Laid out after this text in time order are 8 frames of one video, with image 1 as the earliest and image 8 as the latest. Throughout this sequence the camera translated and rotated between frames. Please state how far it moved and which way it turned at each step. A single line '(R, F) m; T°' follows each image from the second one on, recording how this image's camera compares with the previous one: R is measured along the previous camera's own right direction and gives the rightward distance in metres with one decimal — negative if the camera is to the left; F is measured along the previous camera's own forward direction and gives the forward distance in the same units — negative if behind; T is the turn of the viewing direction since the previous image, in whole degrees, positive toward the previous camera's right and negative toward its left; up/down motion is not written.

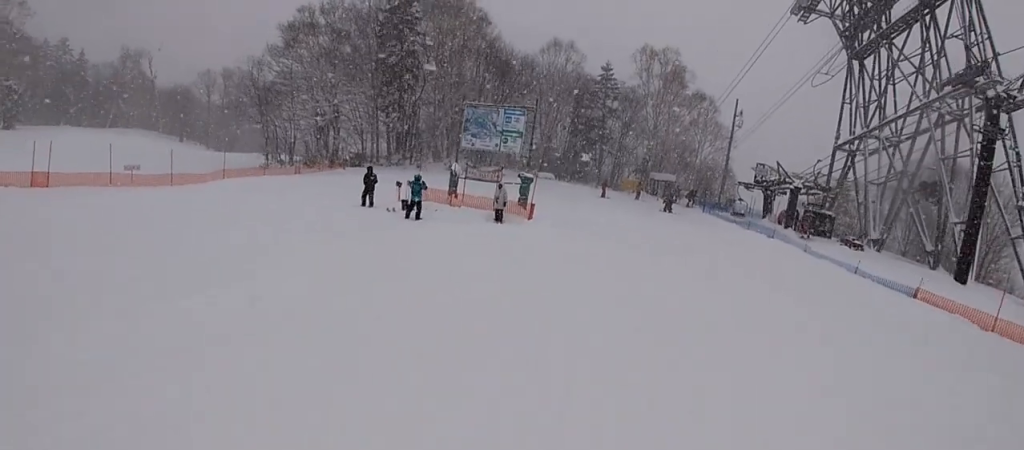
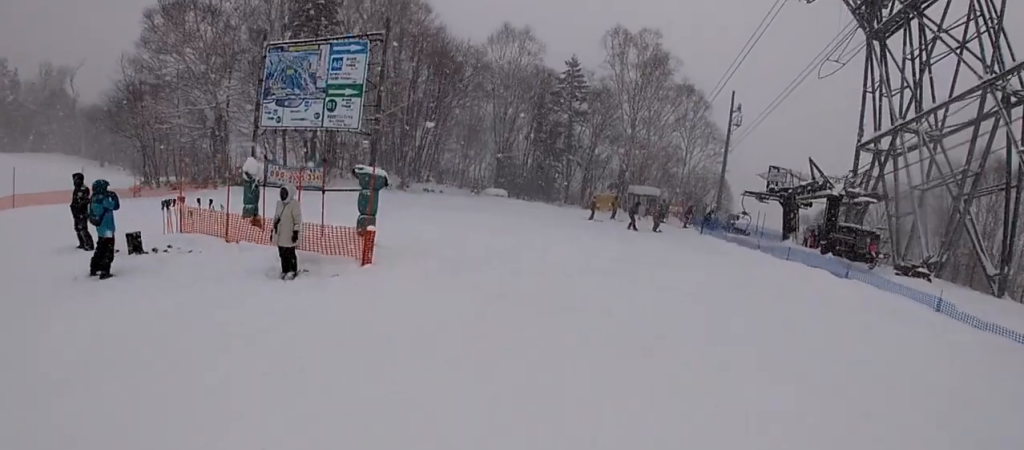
(+2.2, +11.5) m; +9°
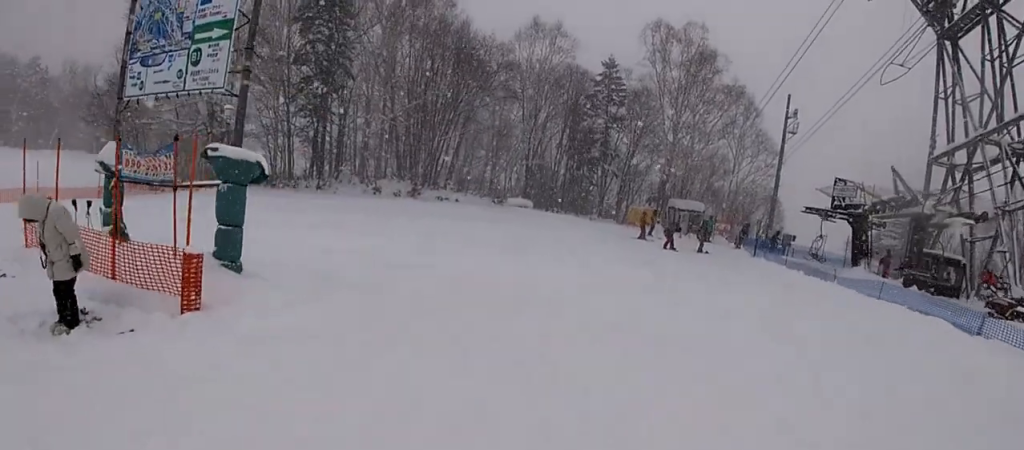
(0.0, +4.7) m; -4°
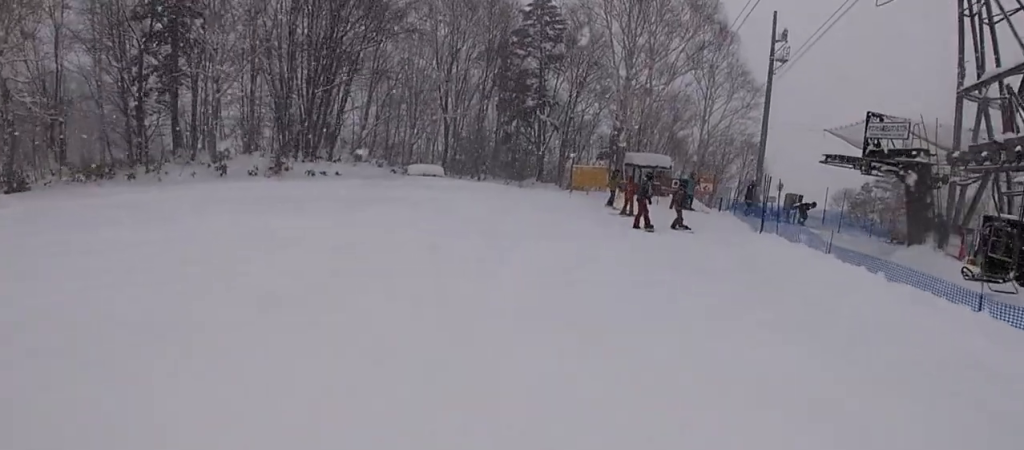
(-0.1, +9.5) m; -1°
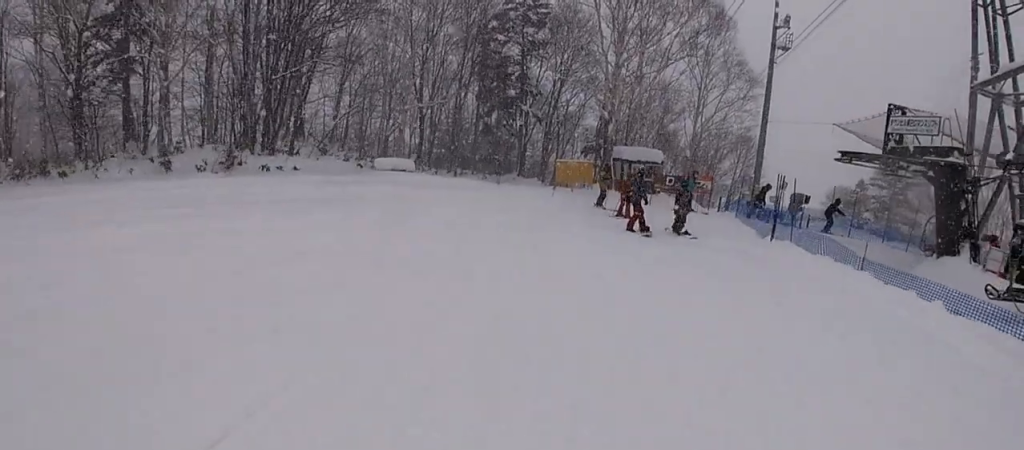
(-0.2, +2.6) m; -3°
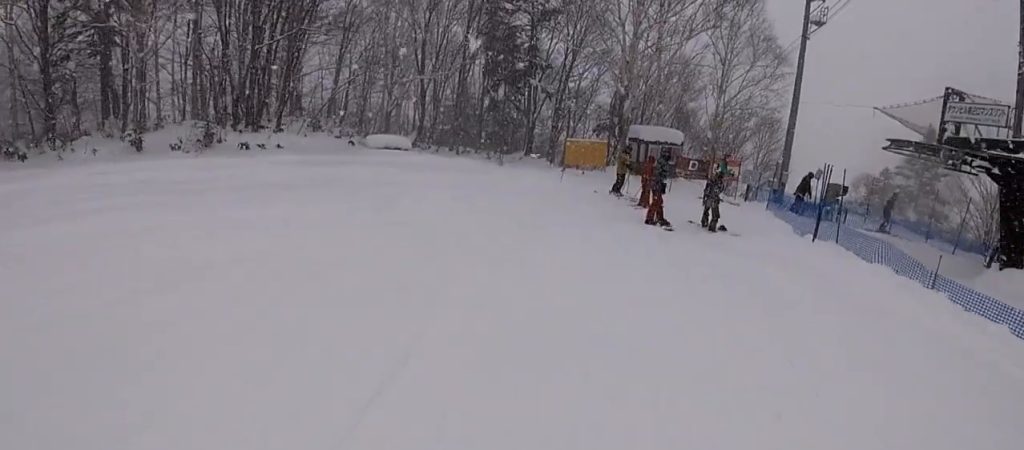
(-0.3, +2.4) m; -4°
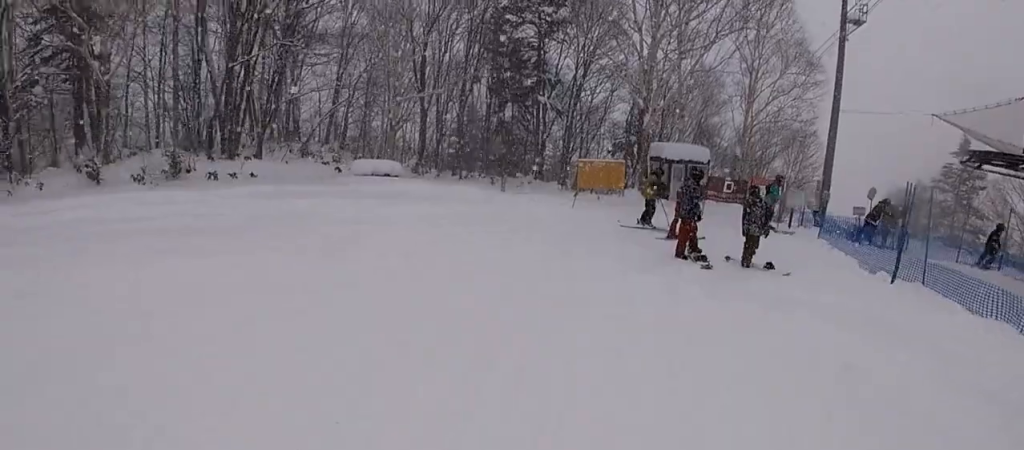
(+0.1, +2.9) m; +8°
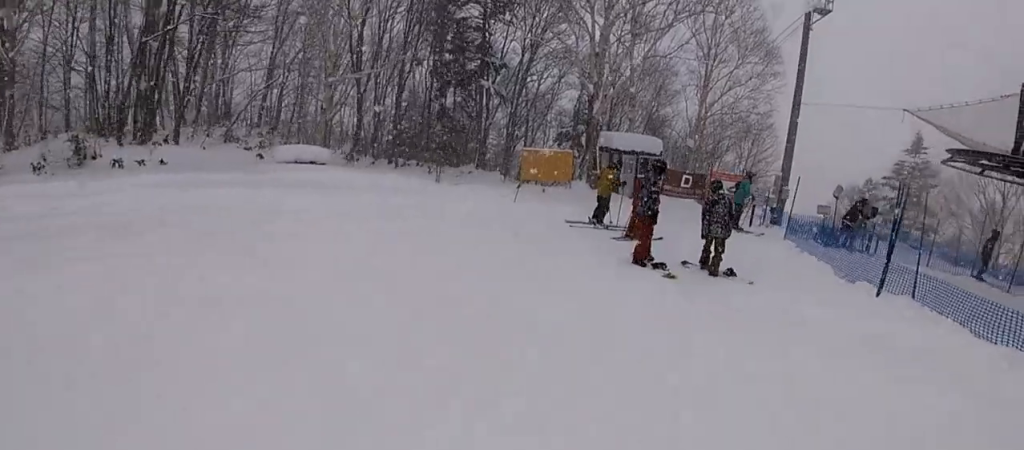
(-0.1, +1.7) m; +7°
